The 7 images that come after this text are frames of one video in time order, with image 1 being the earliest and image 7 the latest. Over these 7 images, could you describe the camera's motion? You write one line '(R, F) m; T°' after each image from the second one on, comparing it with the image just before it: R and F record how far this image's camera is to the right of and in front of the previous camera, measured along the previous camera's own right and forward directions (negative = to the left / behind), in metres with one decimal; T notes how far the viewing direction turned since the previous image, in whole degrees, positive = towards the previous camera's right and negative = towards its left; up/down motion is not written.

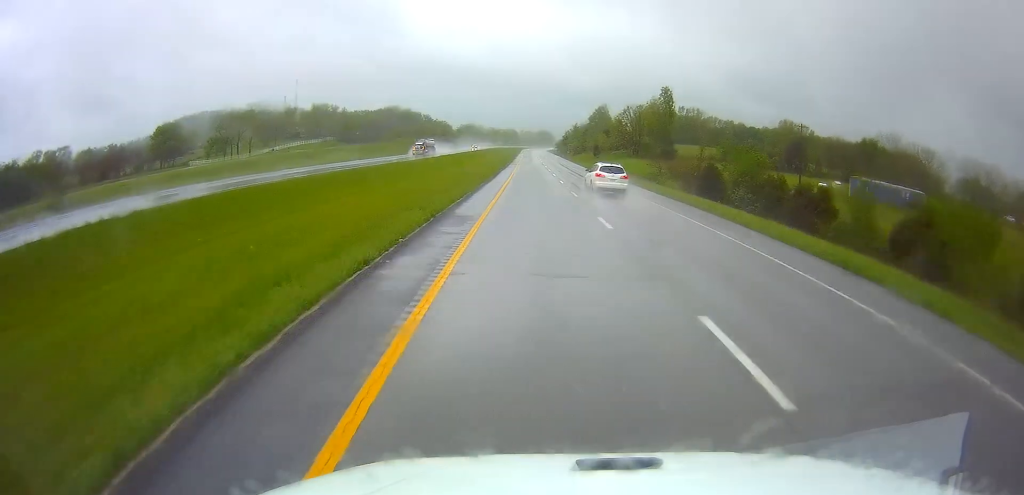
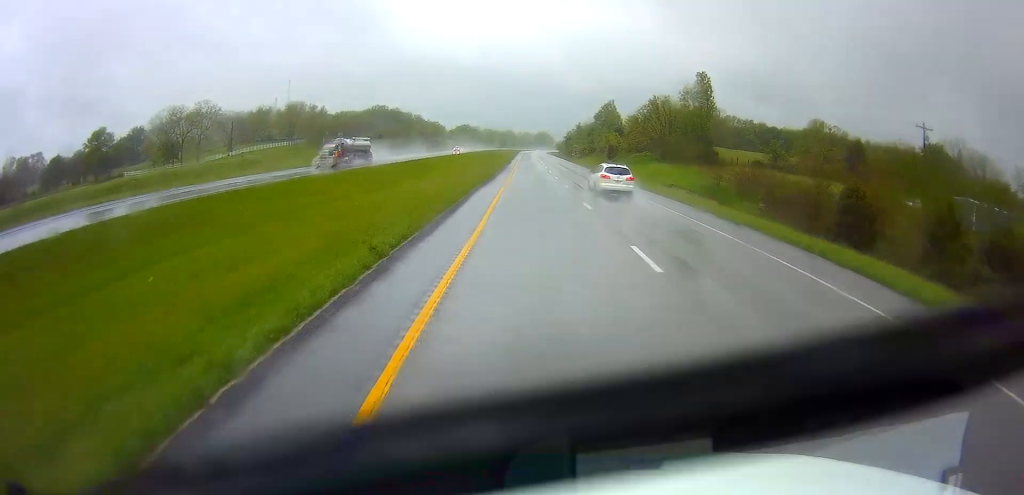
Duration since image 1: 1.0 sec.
(+0.1, +30.8) m; 0°
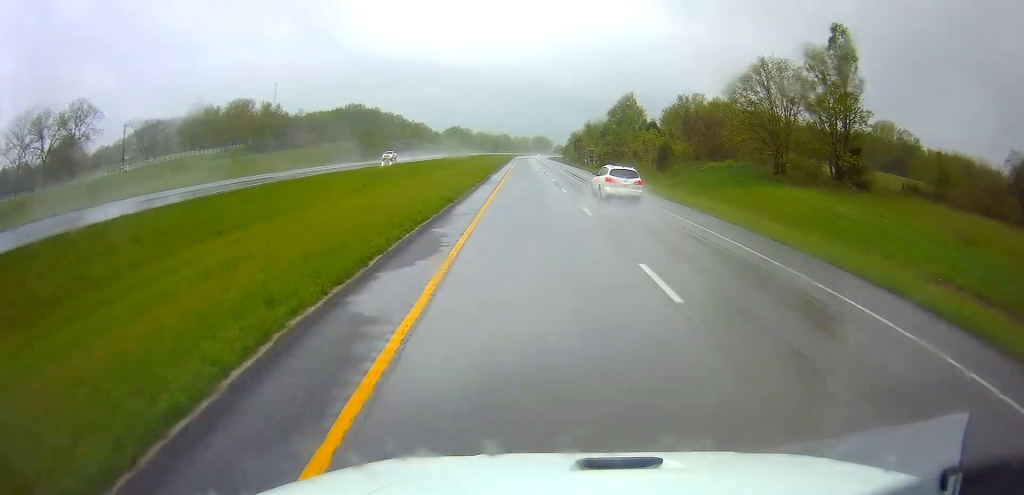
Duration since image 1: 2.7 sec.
(-0.2, +51.2) m; 0°
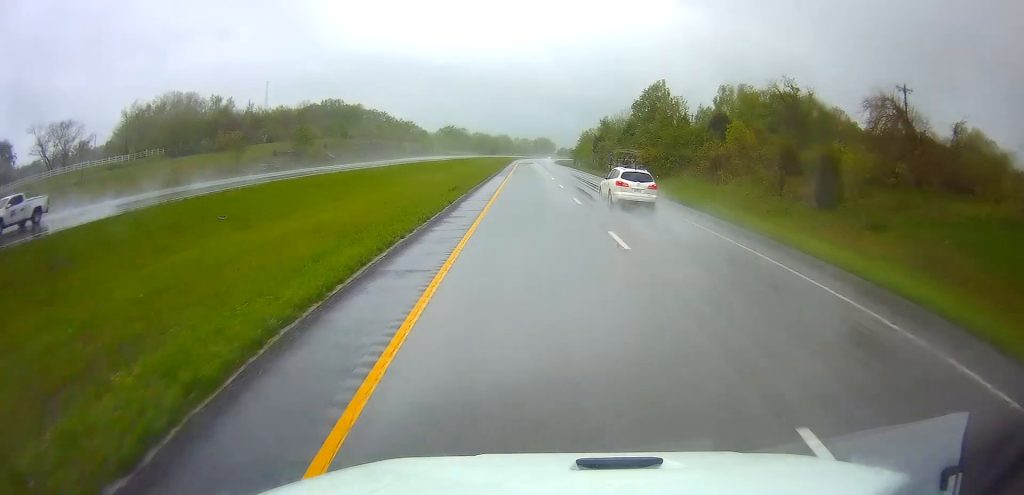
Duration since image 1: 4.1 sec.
(+0.2, +44.0) m; 0°
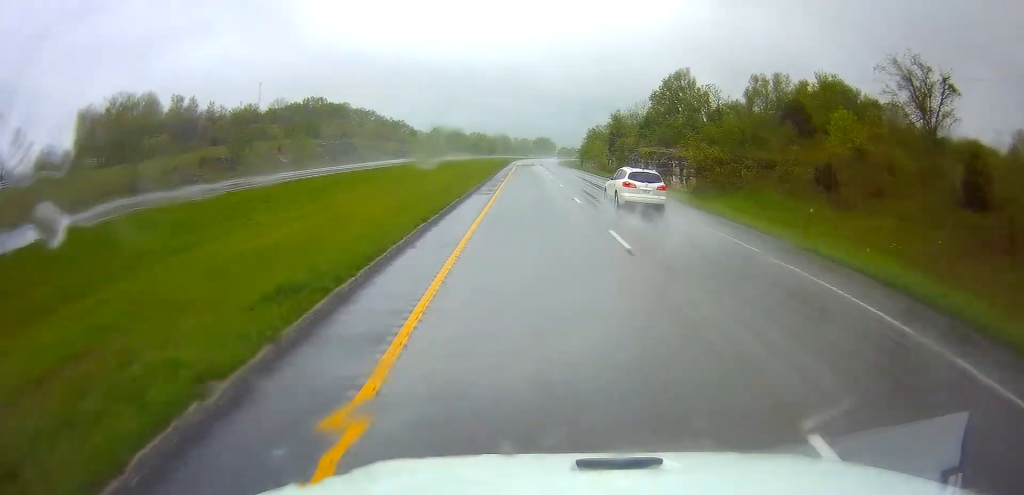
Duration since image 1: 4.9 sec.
(-0.1, +24.5) m; 0°
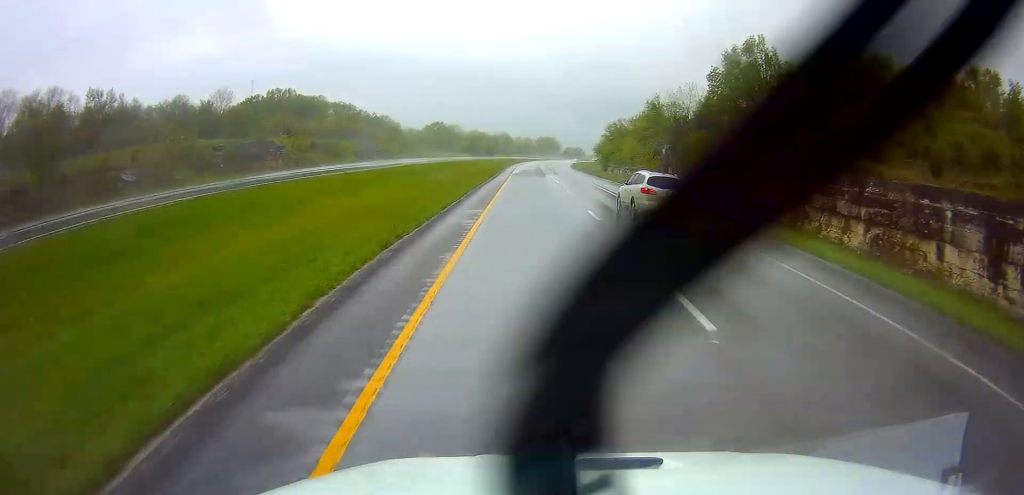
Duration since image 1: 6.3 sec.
(0.0, +42.9) m; 0°
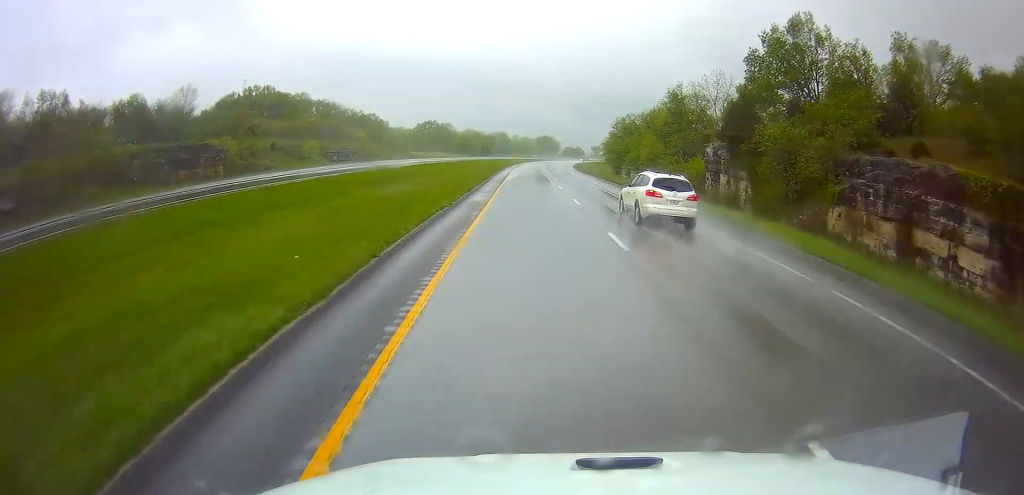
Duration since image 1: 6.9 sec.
(0.0, +18.5) m; 0°
